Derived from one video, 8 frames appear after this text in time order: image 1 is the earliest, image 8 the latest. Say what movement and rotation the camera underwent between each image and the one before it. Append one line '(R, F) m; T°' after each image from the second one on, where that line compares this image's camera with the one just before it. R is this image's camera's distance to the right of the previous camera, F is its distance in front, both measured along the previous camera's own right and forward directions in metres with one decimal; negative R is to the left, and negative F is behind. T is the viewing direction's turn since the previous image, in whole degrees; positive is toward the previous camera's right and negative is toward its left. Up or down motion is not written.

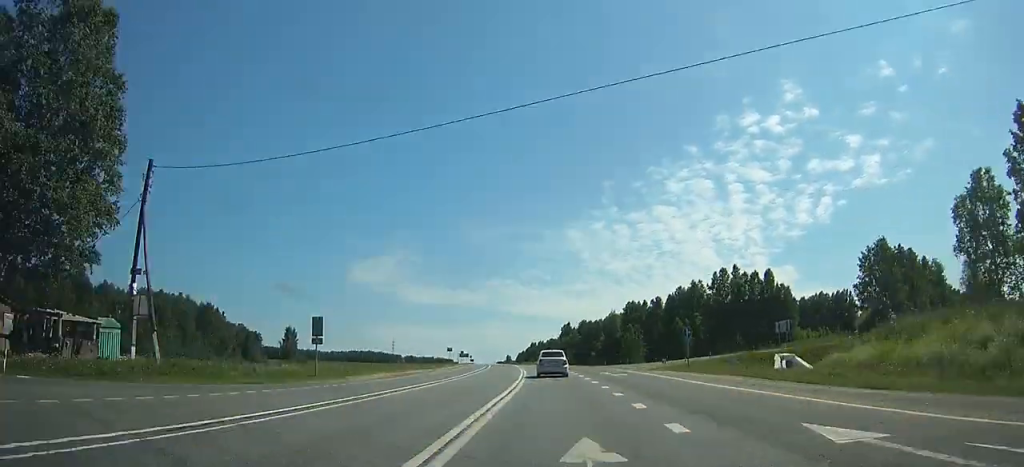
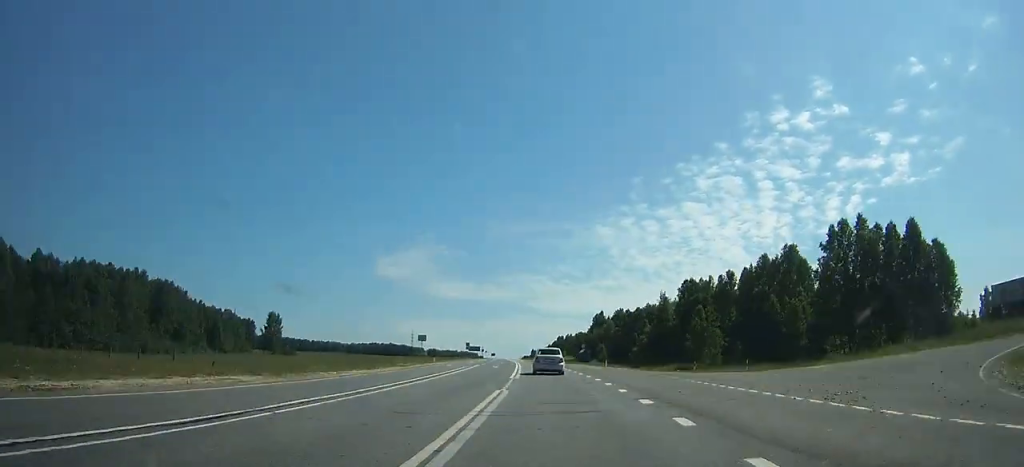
(-0.4, +39.9) m; -2°
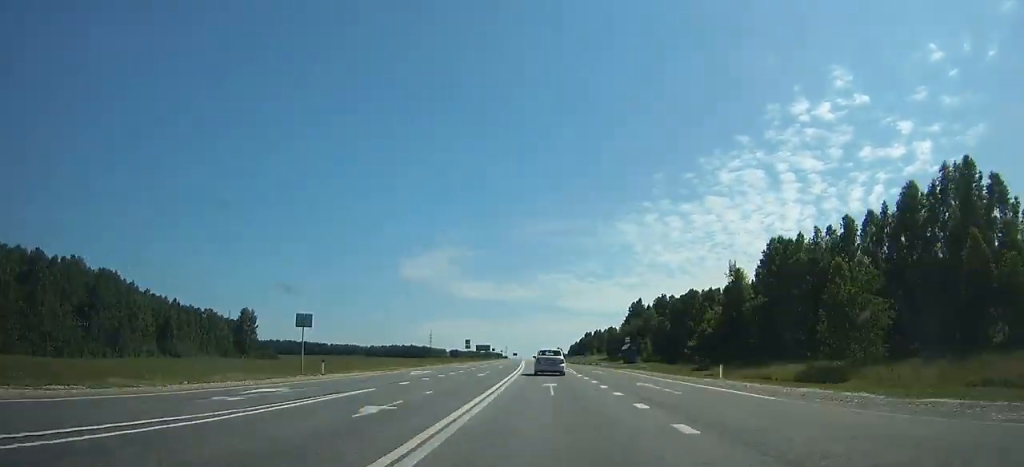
(-1.3, +36.9) m; -2°
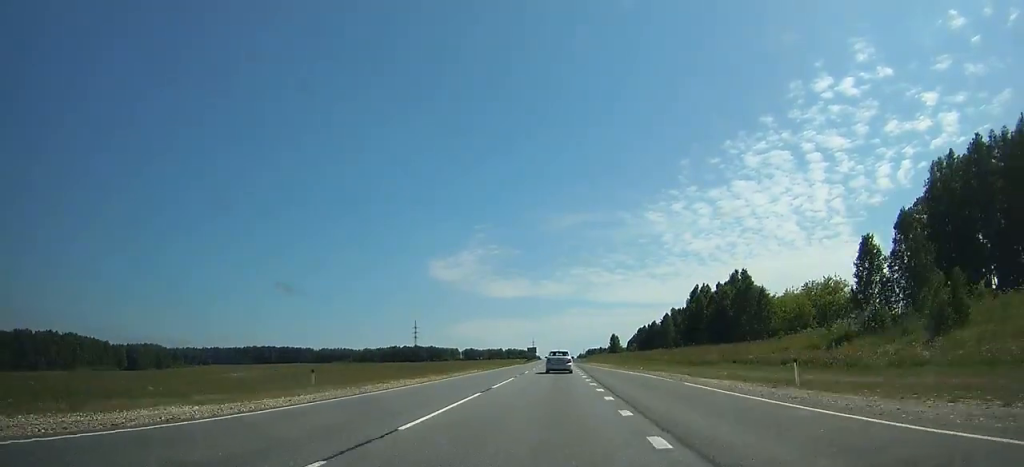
(-10.7, +206.3) m; -4°
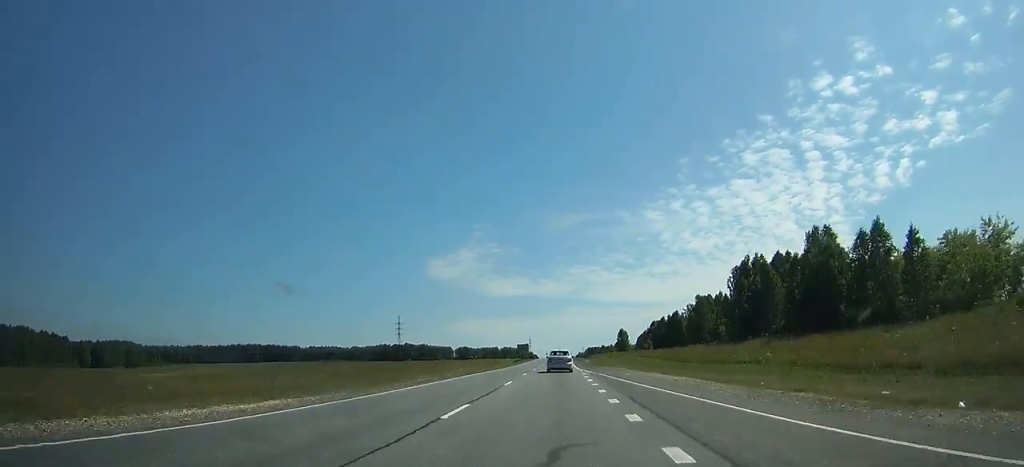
(-0.1, +40.4) m; 0°
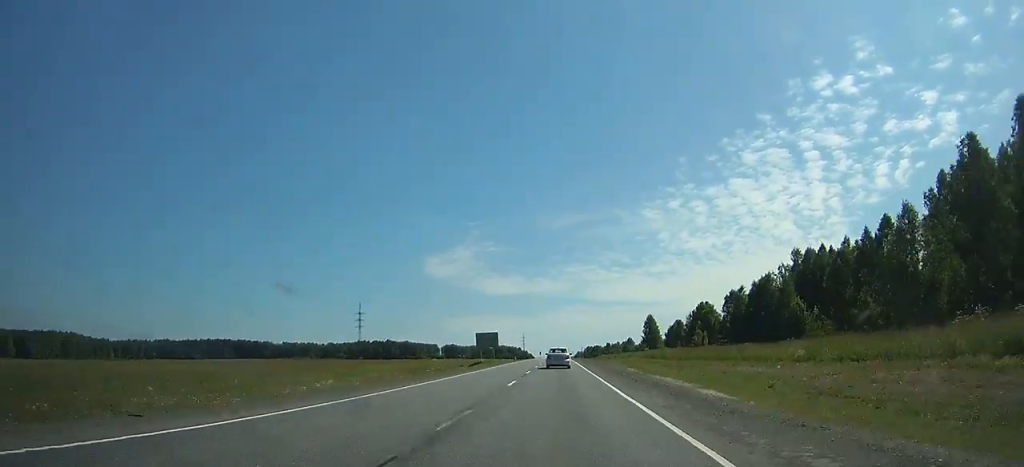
(+0.1, +73.1) m; 0°
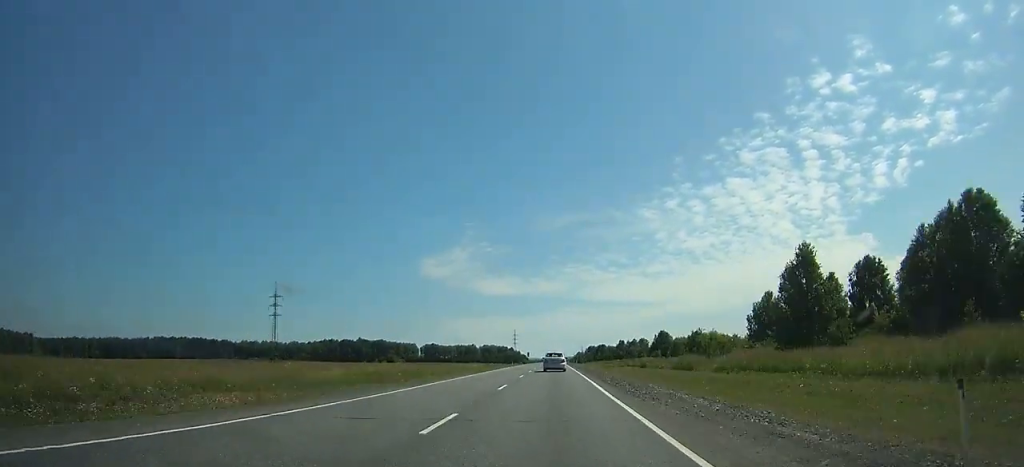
(+0.2, +95.6) m; 0°
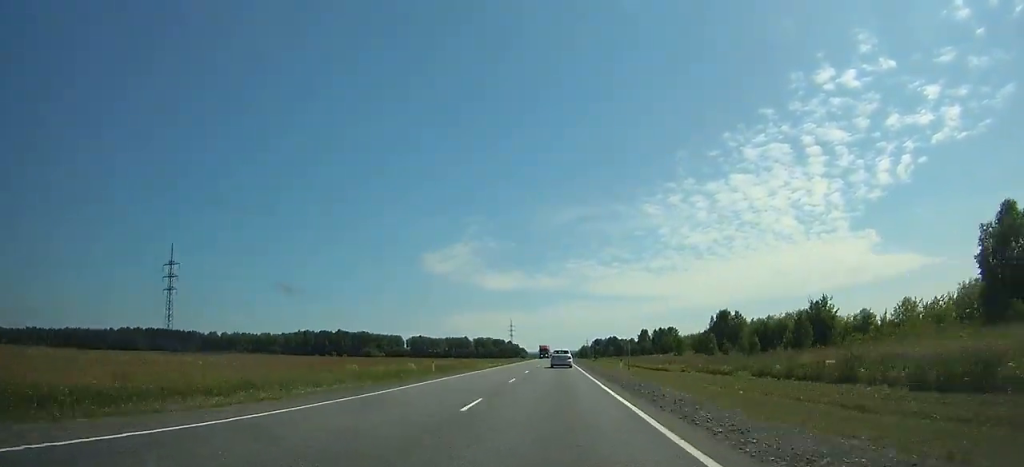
(-0.1, +68.7) m; 0°
